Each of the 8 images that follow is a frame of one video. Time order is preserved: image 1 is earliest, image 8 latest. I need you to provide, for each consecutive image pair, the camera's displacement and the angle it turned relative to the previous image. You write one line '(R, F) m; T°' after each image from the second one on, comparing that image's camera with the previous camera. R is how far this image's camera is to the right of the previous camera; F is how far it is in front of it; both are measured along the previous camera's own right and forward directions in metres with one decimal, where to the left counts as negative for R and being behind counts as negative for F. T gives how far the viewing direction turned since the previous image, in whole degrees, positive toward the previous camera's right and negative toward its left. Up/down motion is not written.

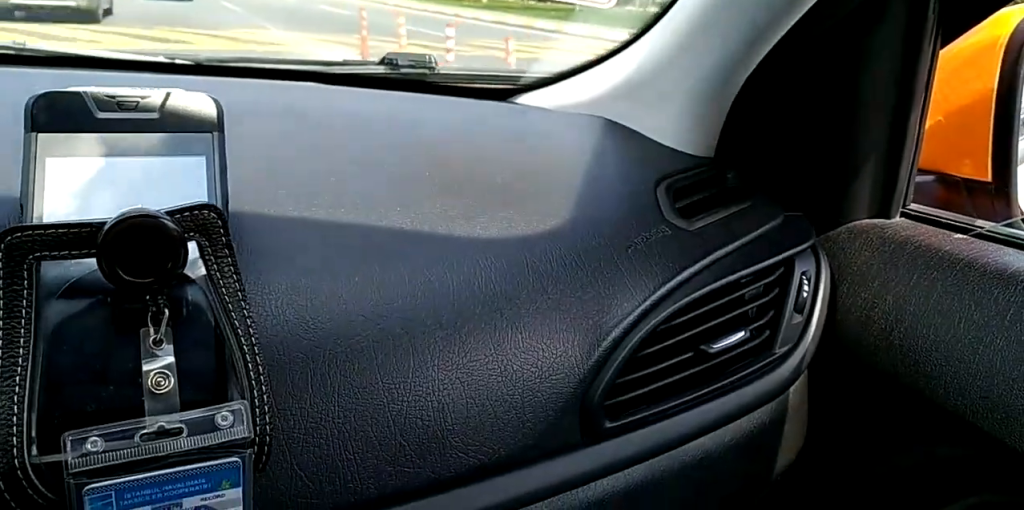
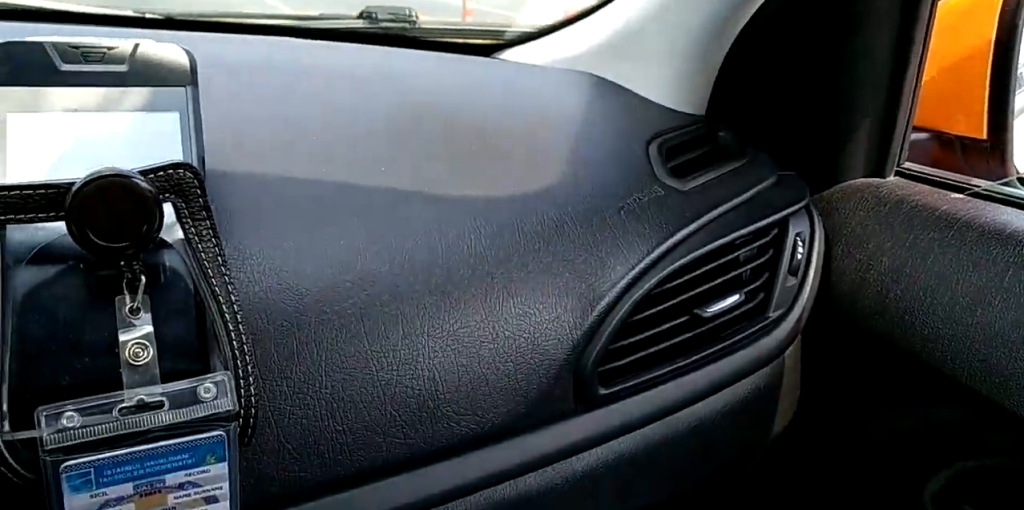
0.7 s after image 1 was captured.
(0.0, +4.4) m; 0°
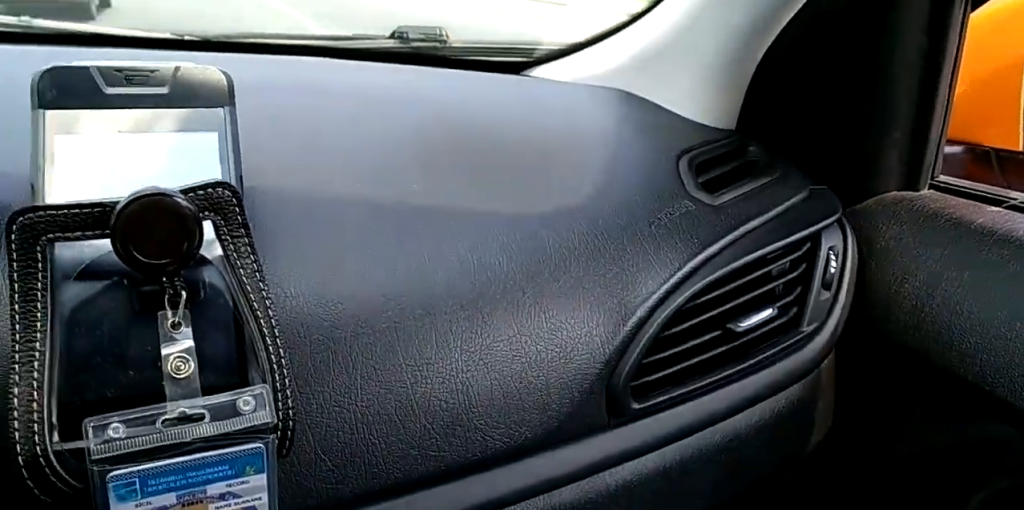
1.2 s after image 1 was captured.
(0.0, +2.4) m; 0°
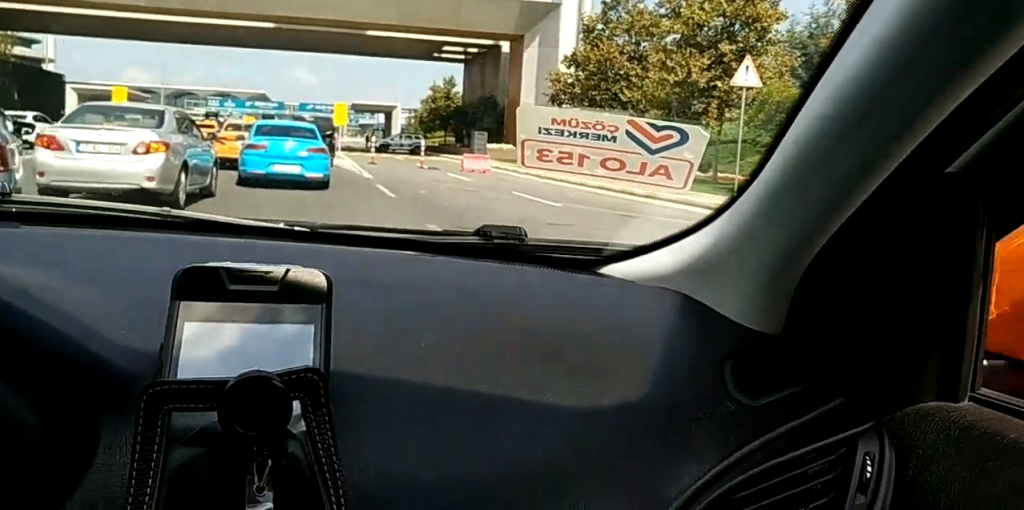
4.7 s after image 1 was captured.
(0.0, +15.1) m; 0°
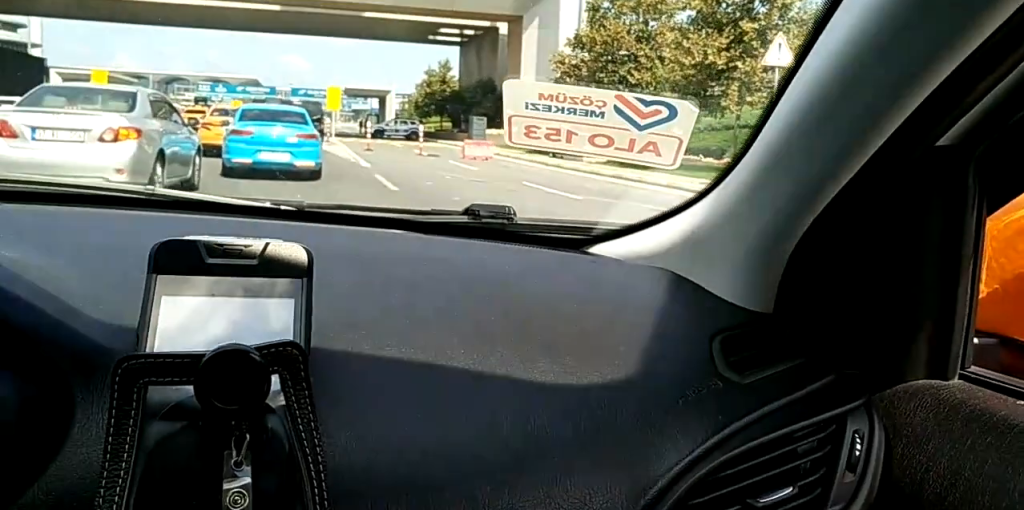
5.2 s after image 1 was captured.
(0.0, +1.6) m; 0°
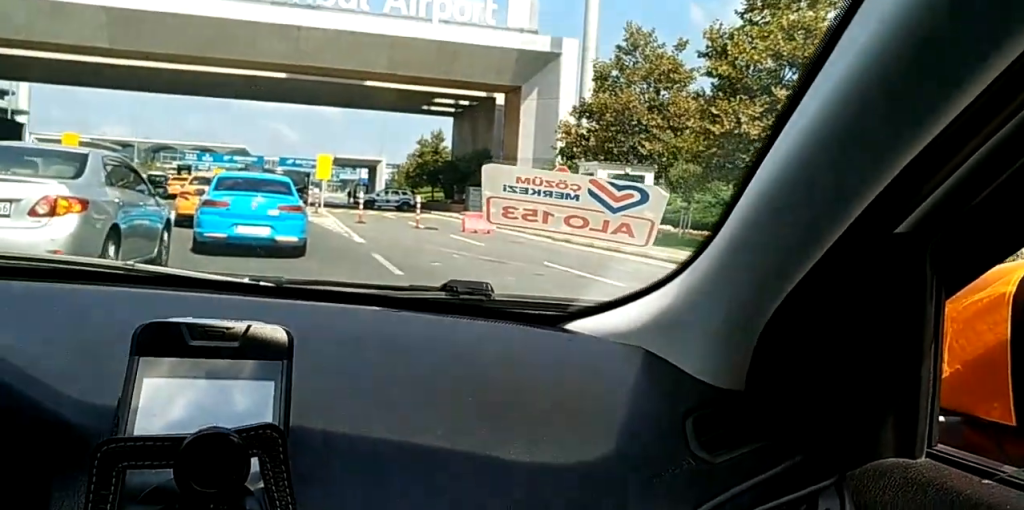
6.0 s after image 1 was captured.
(0.0, +2.2) m; 0°
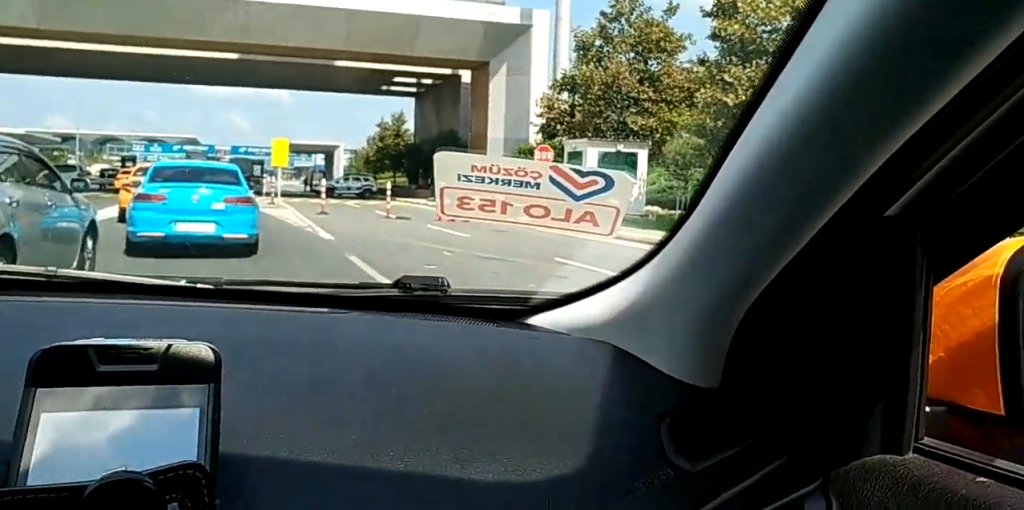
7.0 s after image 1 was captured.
(0.0, +2.2) m; 0°
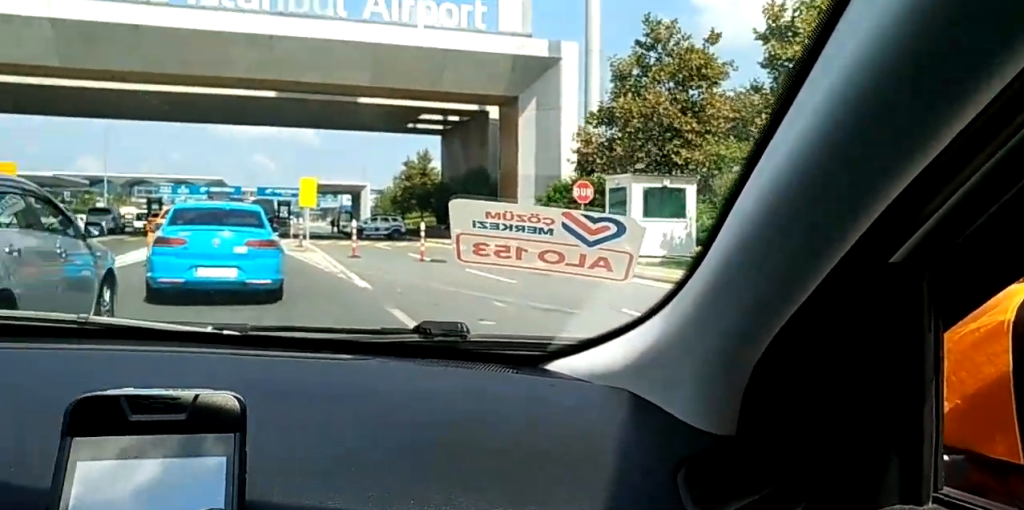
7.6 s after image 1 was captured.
(0.0, +1.4) m; 0°
